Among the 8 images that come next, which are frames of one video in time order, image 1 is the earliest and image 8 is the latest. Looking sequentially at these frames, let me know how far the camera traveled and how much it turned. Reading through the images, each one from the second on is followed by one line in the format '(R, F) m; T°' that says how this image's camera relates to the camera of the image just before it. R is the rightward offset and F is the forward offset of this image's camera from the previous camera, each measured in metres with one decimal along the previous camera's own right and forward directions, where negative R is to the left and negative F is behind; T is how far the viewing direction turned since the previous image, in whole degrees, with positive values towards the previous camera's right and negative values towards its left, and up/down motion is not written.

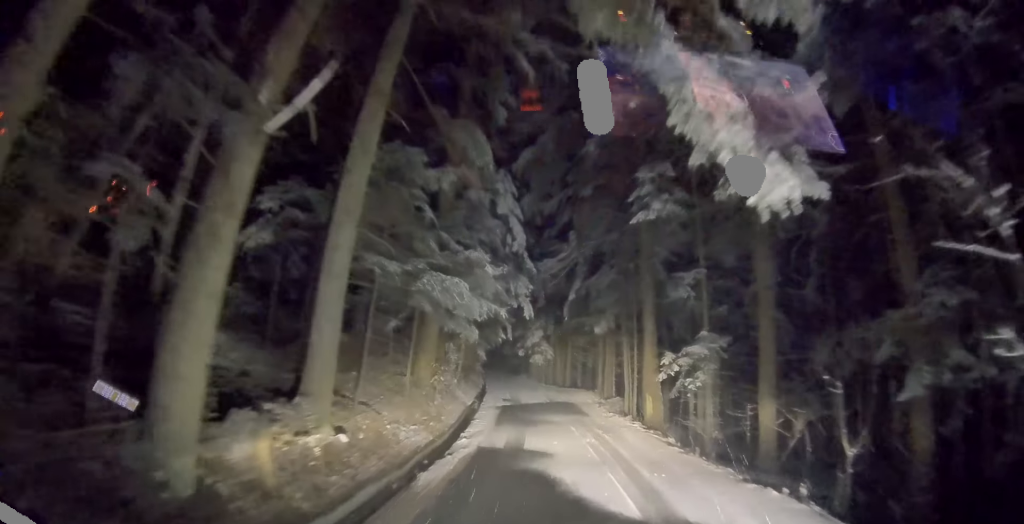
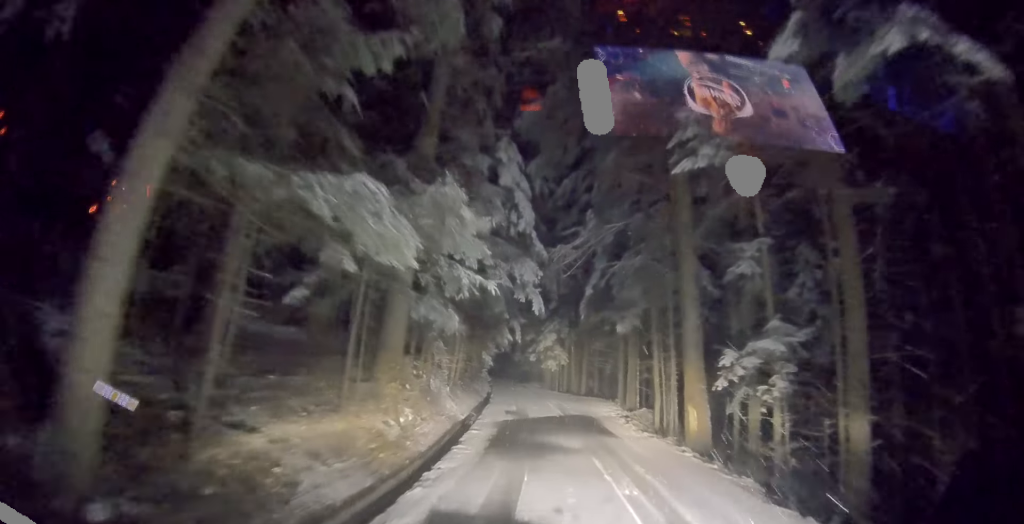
(0.0, +3.3) m; -1°
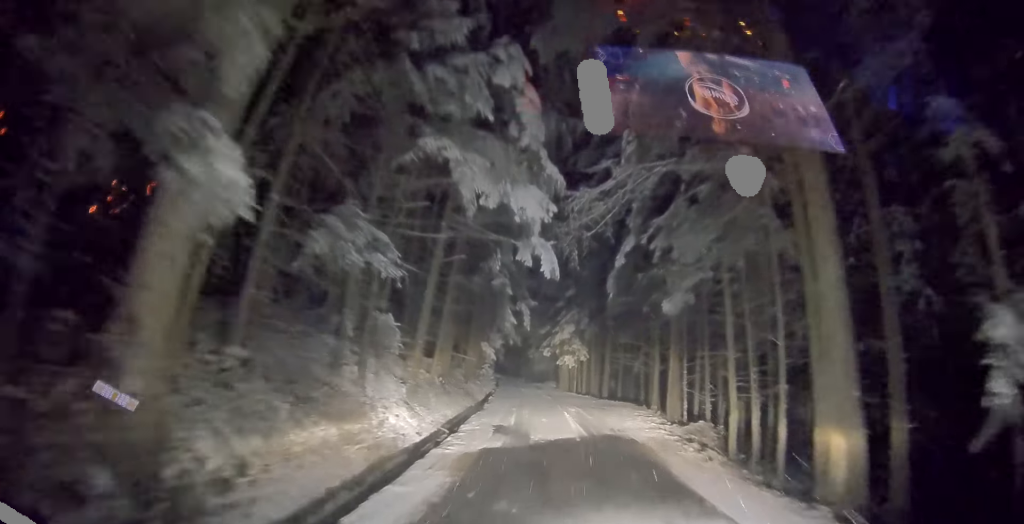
(-0.1, +4.9) m; -4°
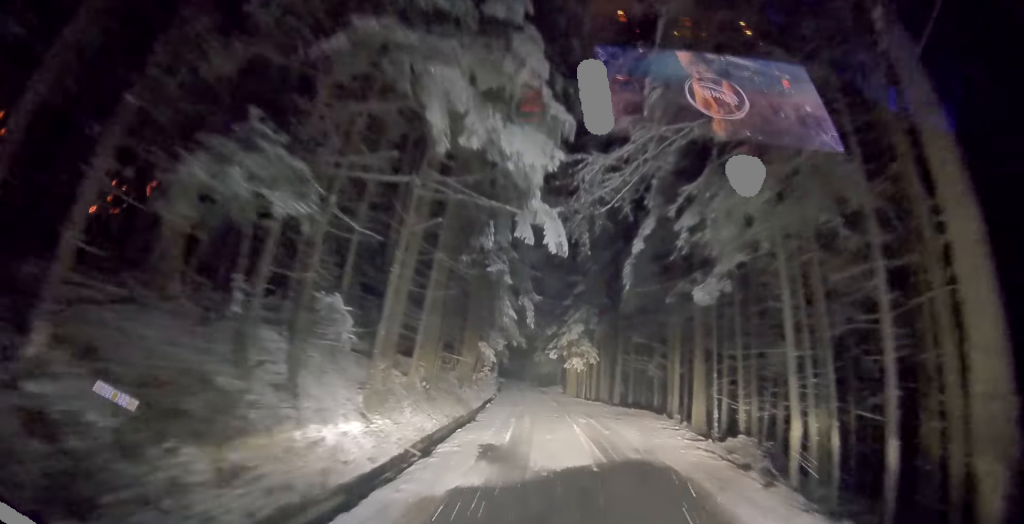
(-0.1, +2.1) m; -2°
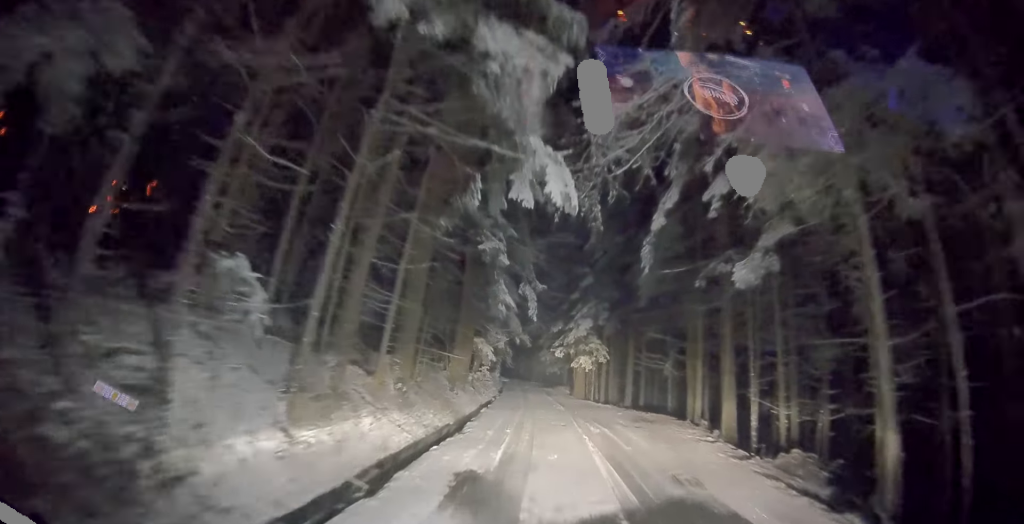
(0.0, +2.0) m; -3°
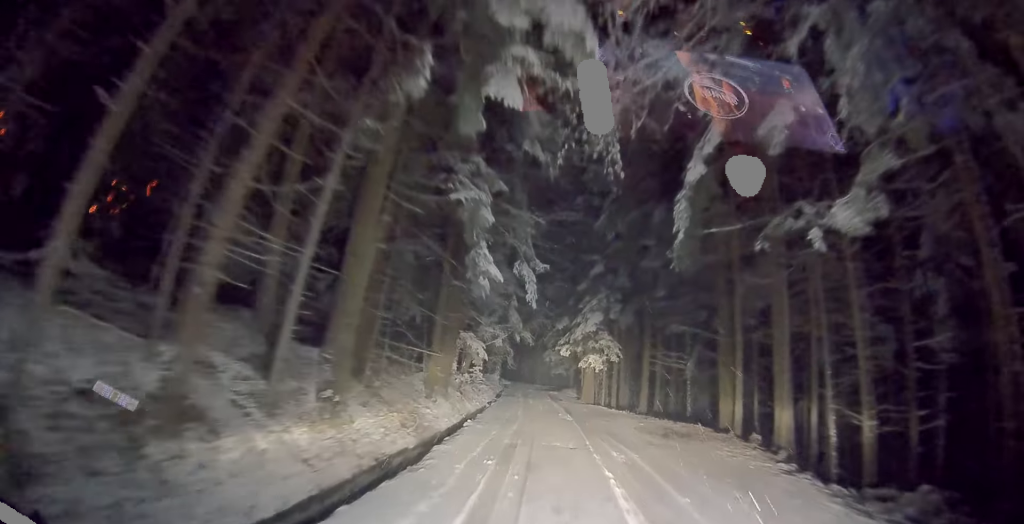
(0.0, +2.9) m; -4°
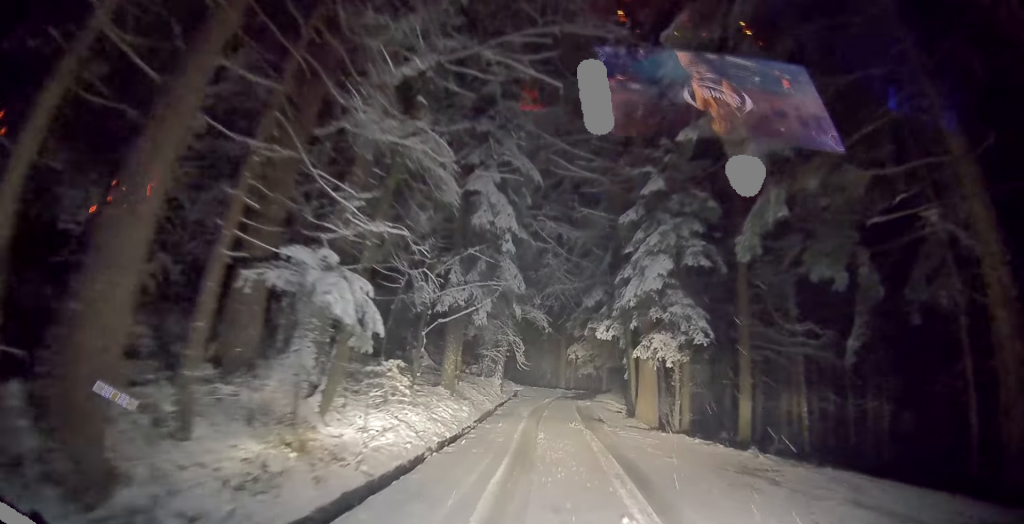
(-0.9, +10.6) m; -6°
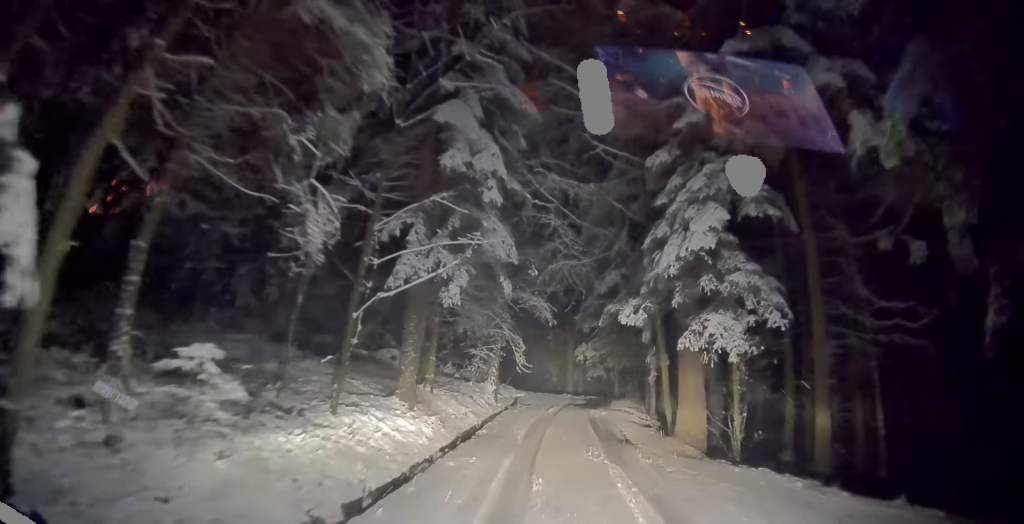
(0.0, +4.1) m; +2°
